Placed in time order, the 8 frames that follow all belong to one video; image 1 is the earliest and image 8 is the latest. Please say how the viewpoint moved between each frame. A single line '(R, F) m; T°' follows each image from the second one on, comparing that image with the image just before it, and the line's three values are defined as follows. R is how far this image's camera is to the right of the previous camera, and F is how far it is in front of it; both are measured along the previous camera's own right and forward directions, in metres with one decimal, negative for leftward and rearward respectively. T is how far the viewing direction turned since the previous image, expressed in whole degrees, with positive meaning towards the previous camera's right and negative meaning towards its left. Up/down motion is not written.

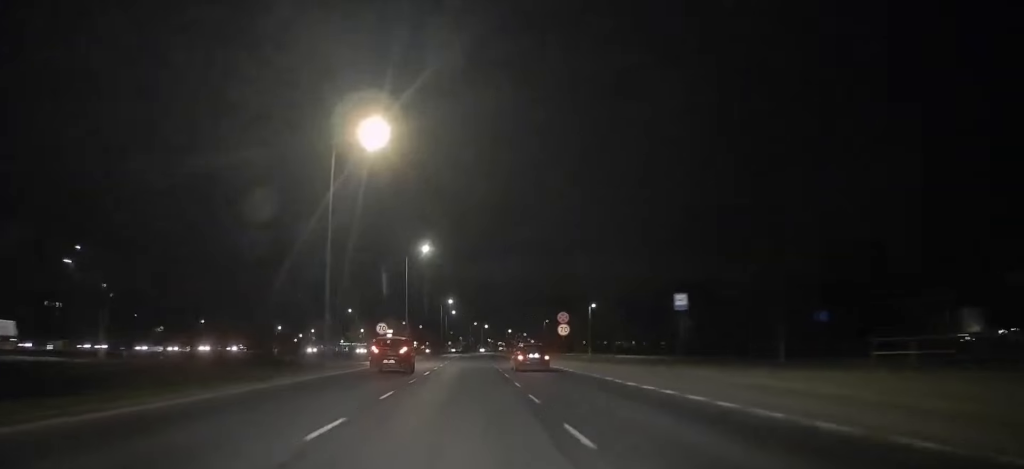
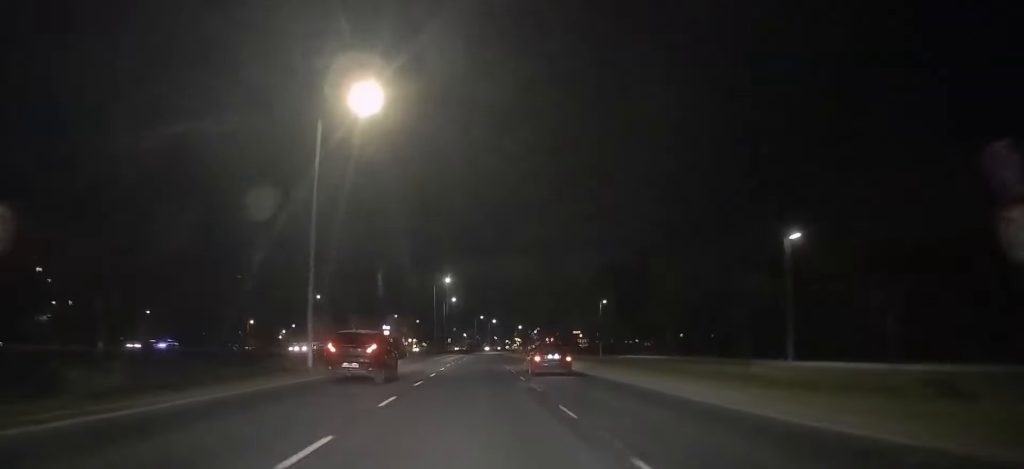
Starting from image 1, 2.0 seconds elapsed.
(-1.2, +39.3) m; -1°
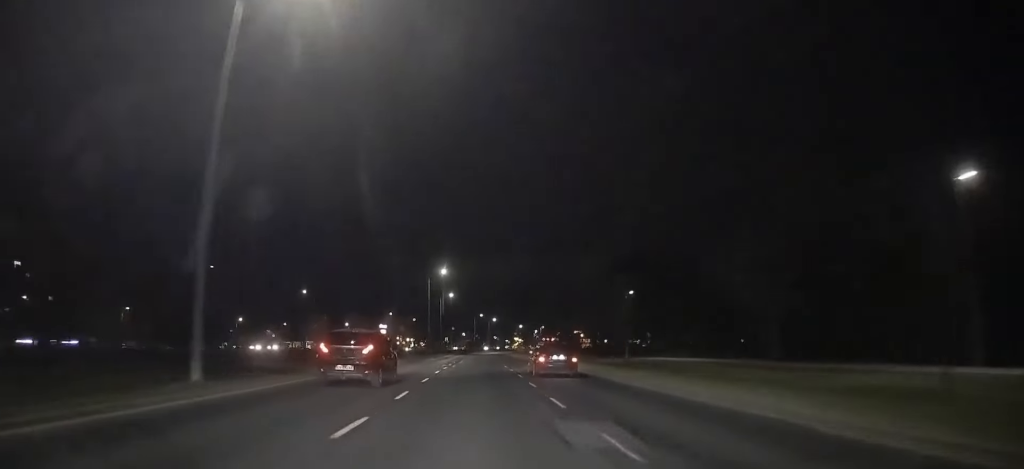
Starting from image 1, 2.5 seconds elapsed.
(0.0, +10.4) m; +1°
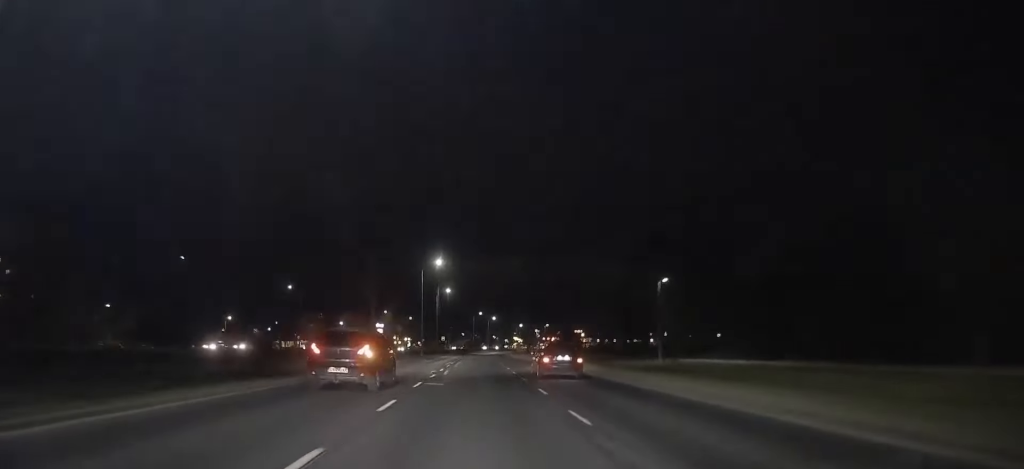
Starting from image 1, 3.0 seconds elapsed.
(+0.2, +8.6) m; 0°
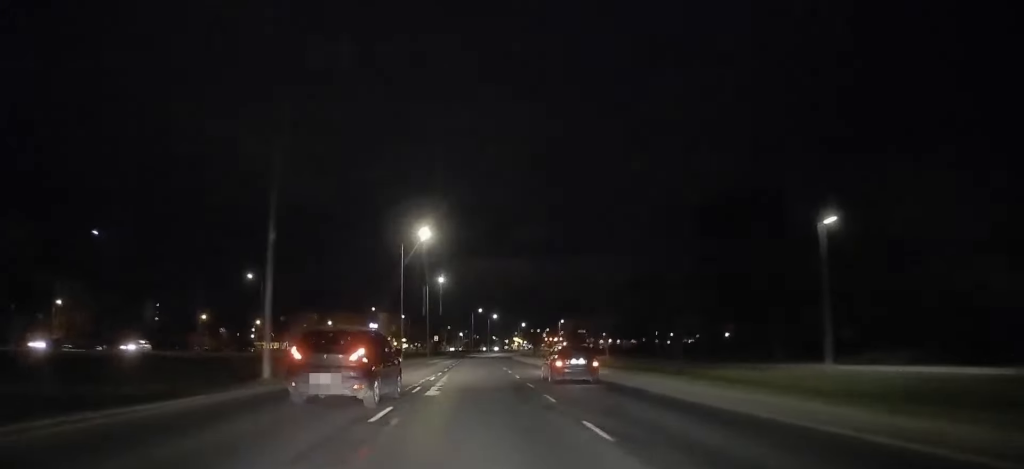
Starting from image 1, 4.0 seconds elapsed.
(0.0, +19.4) m; 0°
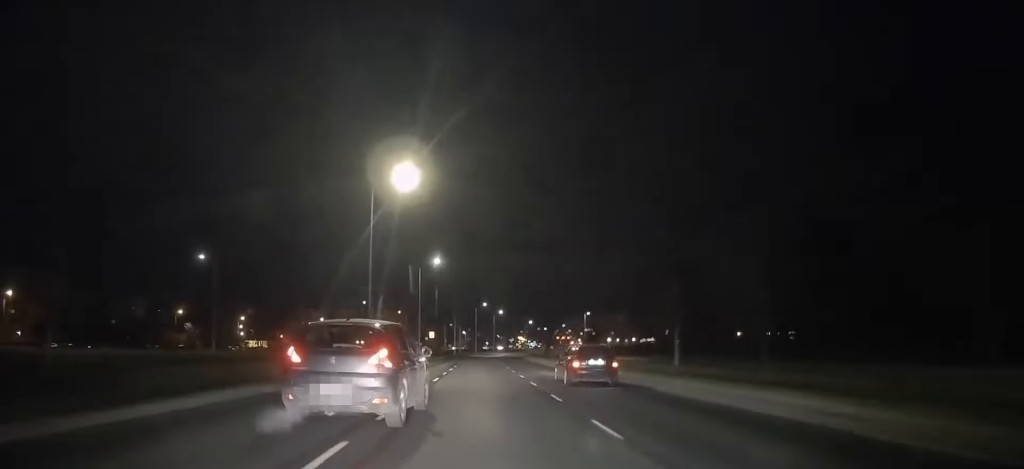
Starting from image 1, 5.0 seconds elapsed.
(-0.1, +17.3) m; 0°
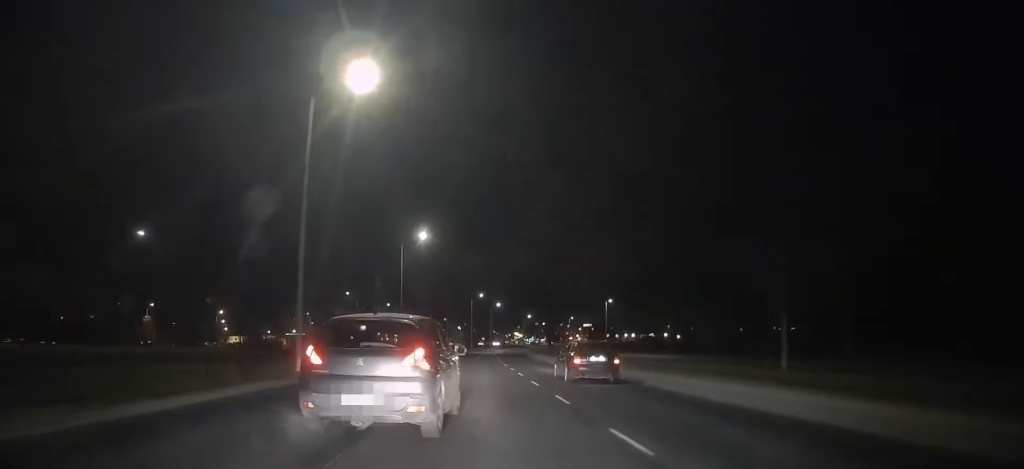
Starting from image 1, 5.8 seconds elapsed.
(+0.1, +13.5) m; +1°
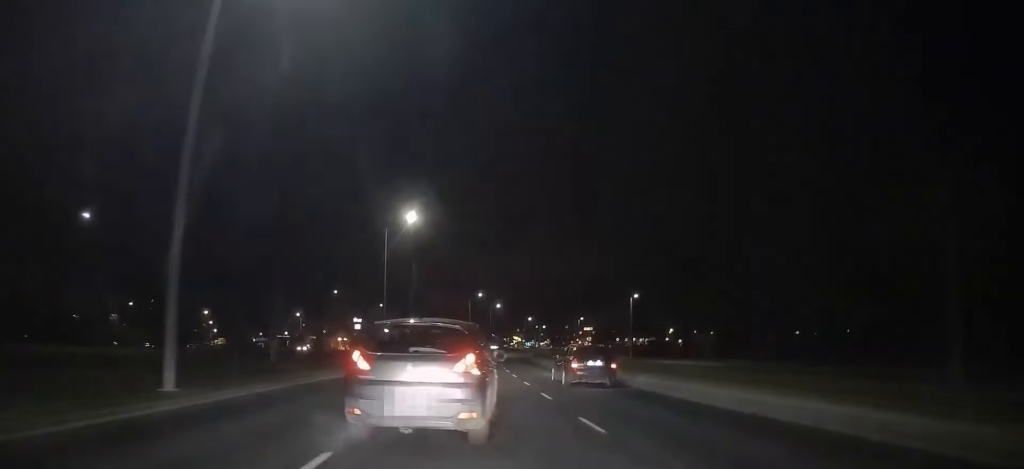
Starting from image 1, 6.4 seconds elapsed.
(+0.2, +10.2) m; 0°
